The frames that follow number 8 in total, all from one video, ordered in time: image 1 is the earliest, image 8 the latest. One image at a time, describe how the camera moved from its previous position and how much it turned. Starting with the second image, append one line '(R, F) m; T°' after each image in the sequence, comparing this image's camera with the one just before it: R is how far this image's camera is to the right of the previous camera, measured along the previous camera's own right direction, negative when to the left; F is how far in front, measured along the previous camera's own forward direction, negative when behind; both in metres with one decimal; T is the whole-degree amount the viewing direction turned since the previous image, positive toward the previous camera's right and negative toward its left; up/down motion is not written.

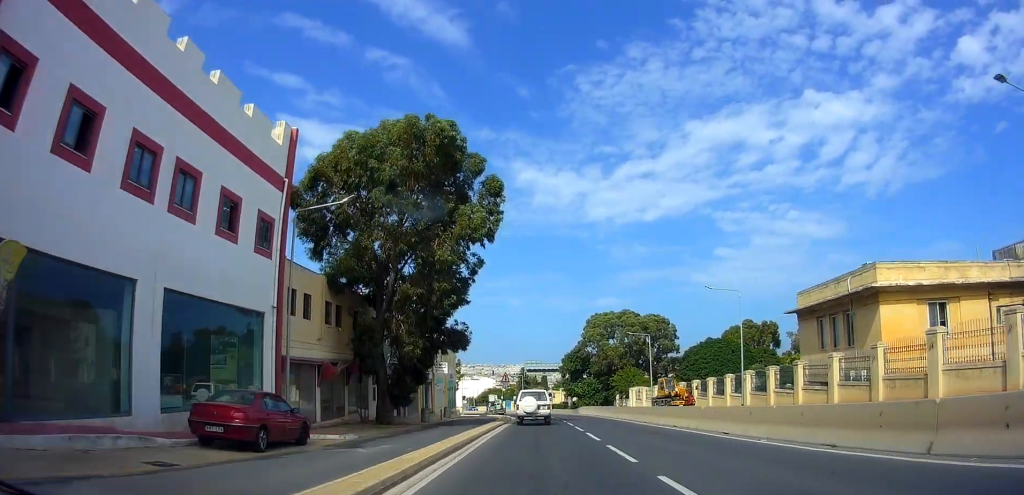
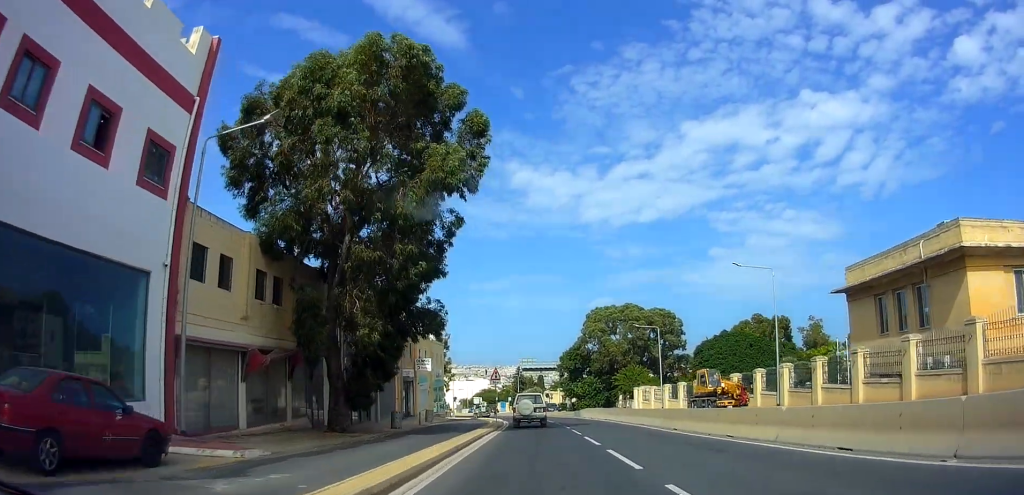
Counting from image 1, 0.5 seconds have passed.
(-0.1, +6.7) m; +1°
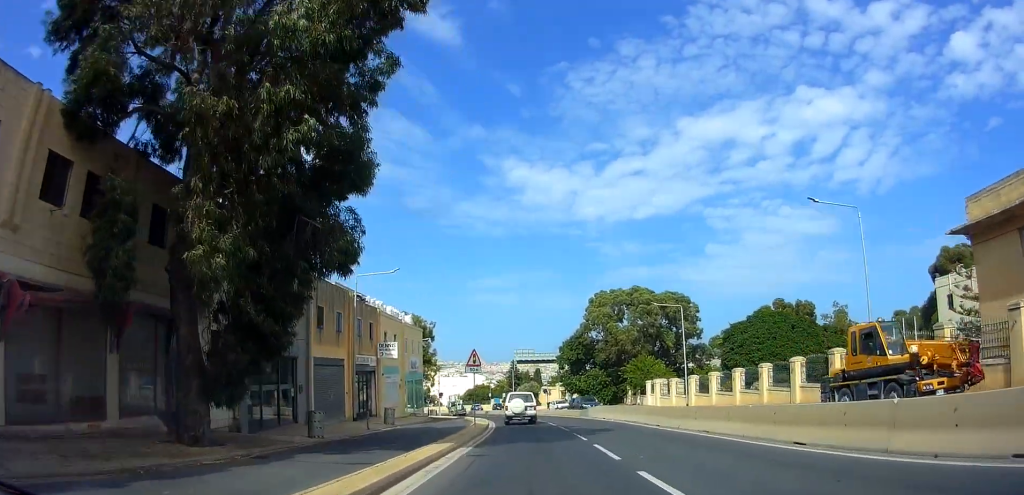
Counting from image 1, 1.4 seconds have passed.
(+0.1, +10.4) m; +3°
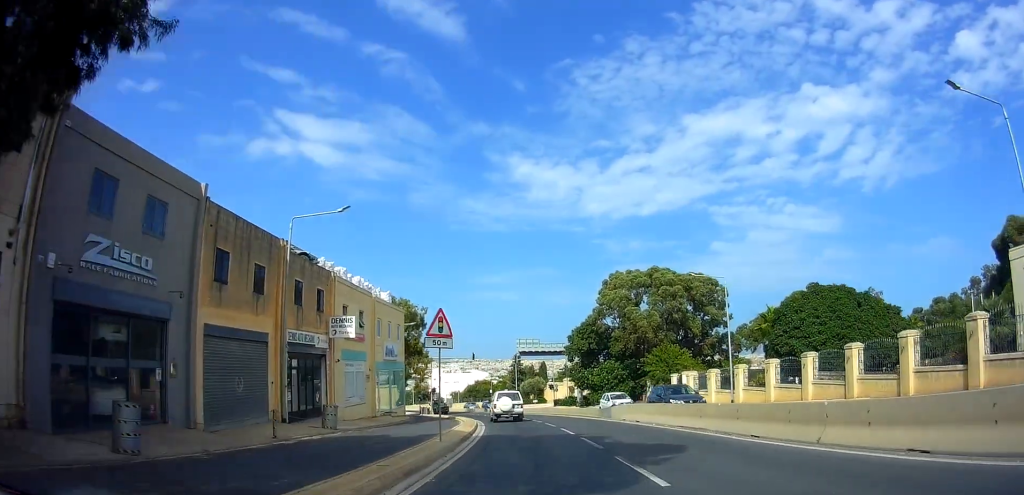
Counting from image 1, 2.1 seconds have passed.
(+0.4, +9.7) m; +2°
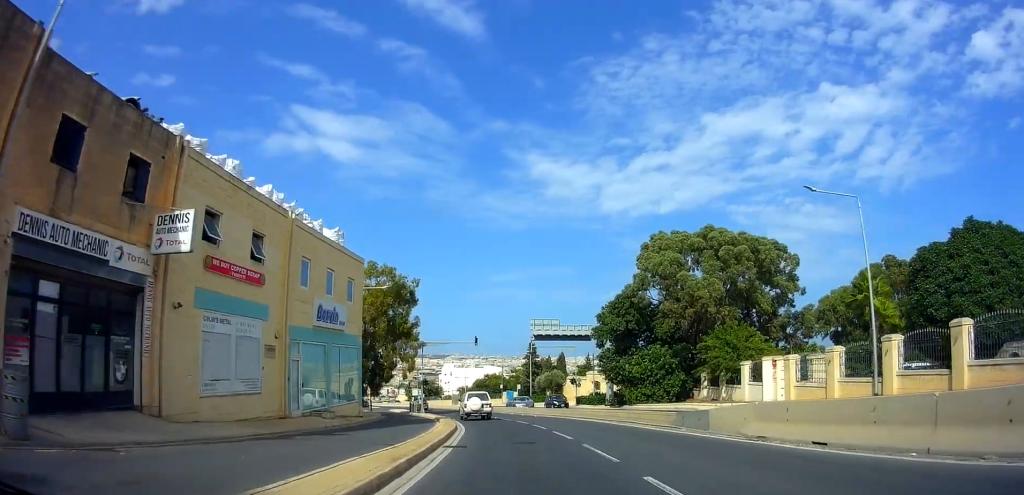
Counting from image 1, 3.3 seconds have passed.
(-0.3, +14.4) m; -4°
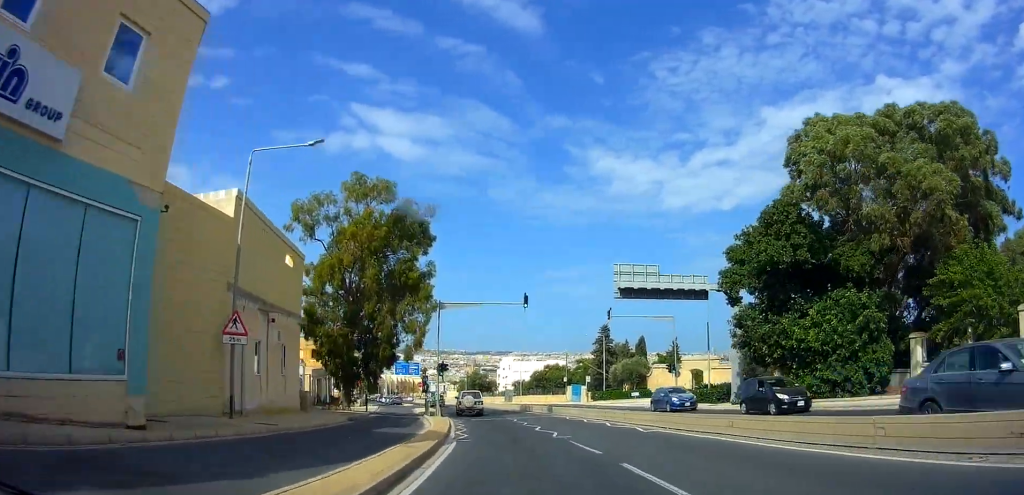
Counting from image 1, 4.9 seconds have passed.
(-0.9, +20.2) m; -2°
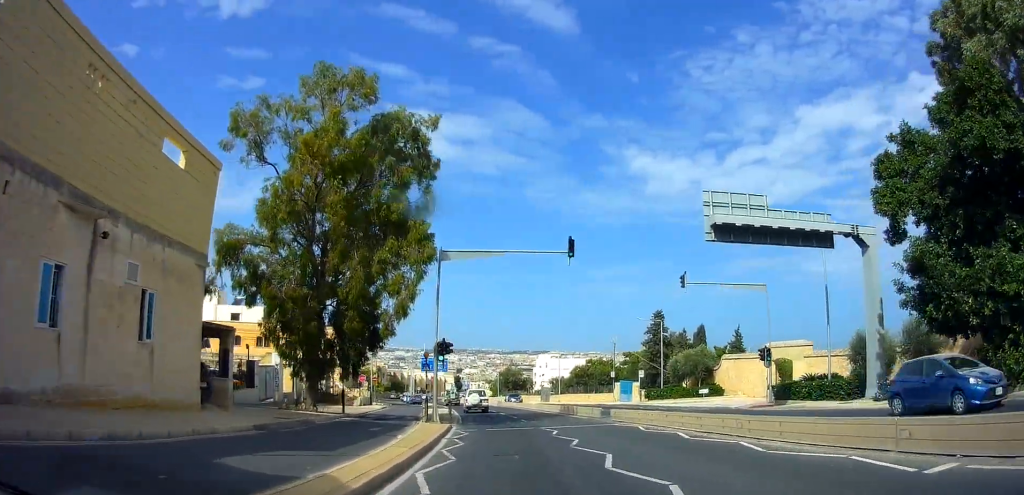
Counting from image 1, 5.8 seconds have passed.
(0.0, +11.5) m; -5°
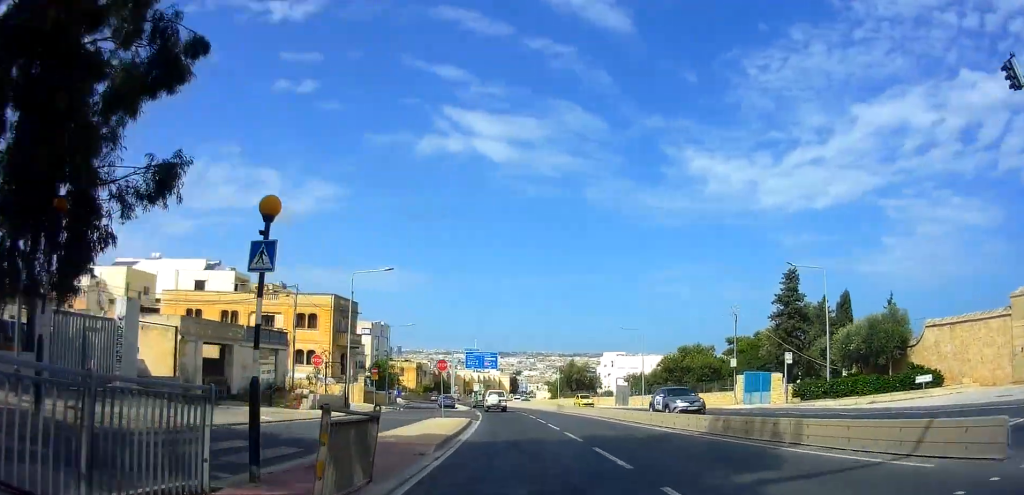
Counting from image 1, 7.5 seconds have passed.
(-2.8, +21.9) m; -12°
